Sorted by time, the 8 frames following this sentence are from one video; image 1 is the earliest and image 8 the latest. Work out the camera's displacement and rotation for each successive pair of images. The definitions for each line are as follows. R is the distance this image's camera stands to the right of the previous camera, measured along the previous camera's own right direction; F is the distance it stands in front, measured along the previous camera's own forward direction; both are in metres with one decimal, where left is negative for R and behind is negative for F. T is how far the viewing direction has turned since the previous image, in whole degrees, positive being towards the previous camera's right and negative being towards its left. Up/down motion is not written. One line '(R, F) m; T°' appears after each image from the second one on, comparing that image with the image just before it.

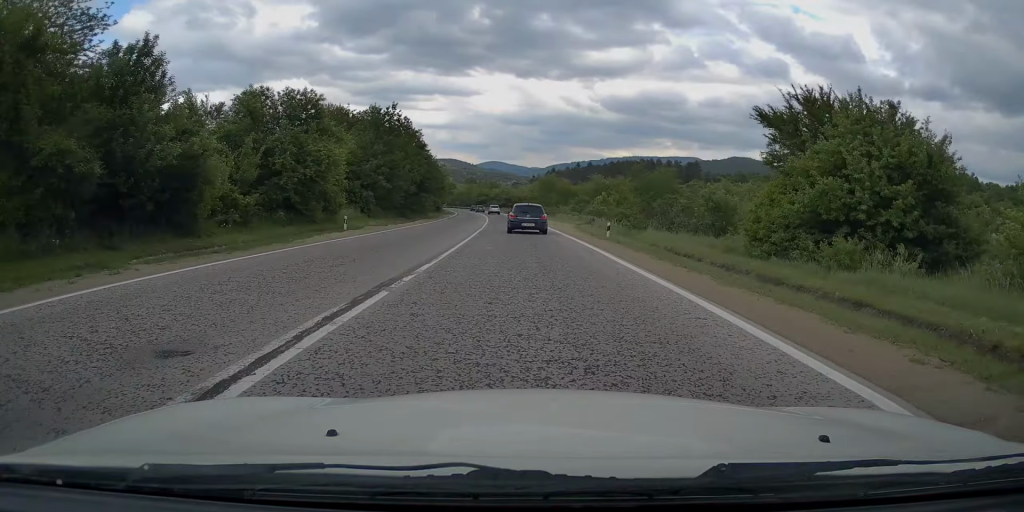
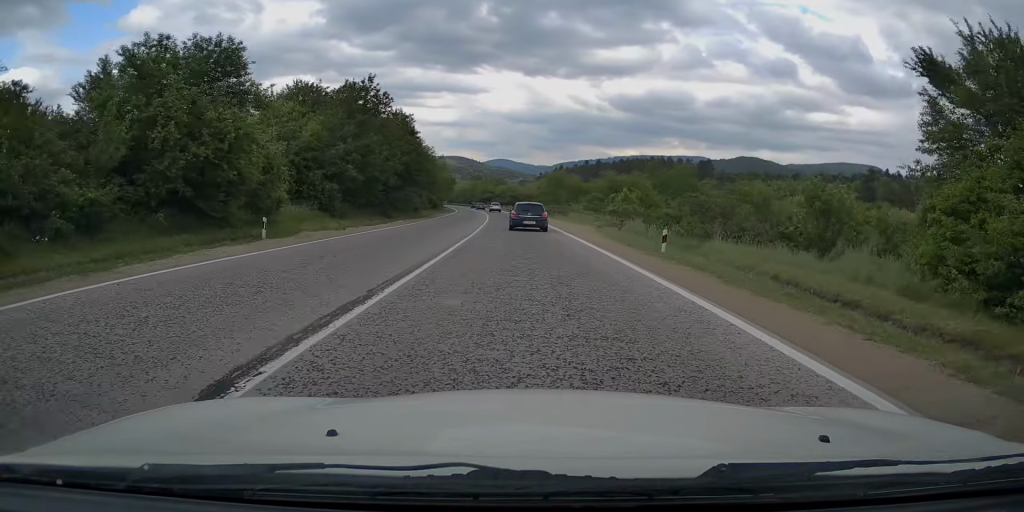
(0.0, +10.0) m; -1°
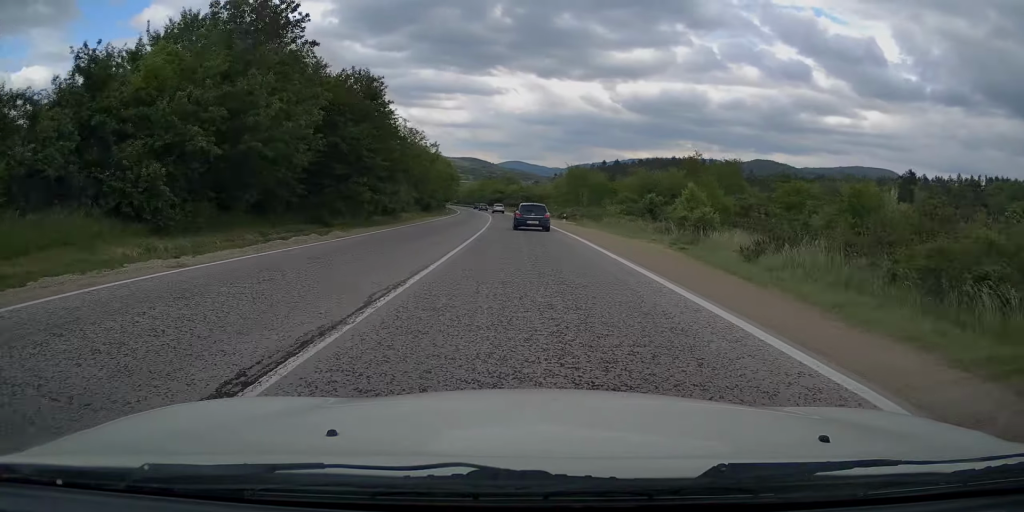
(-0.4, +18.7) m; -1°
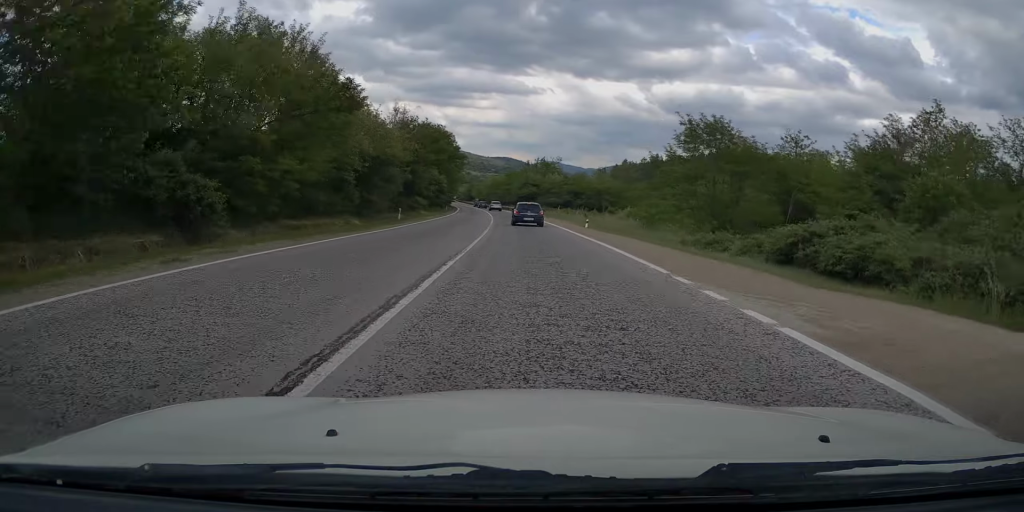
(-1.2, +58.3) m; -3°
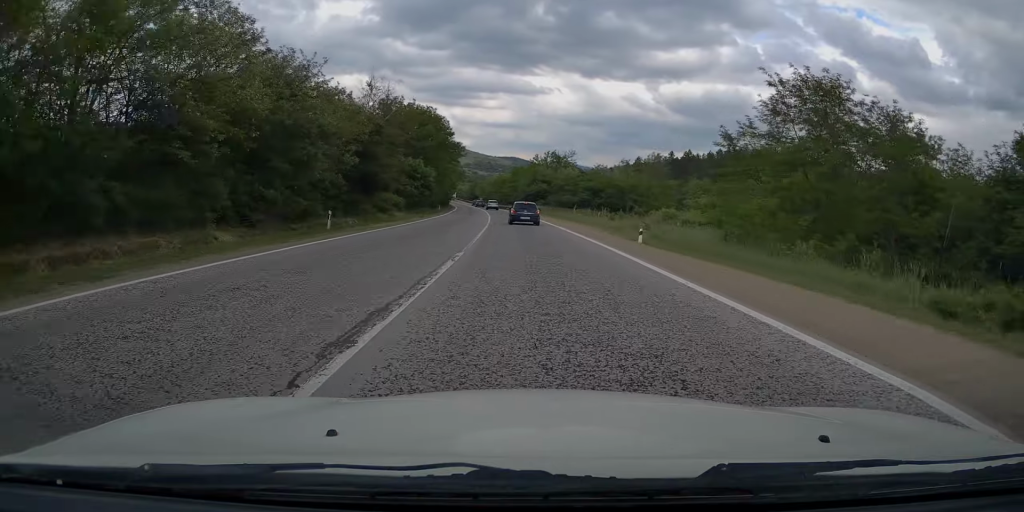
(-0.2, +16.2) m; -1°
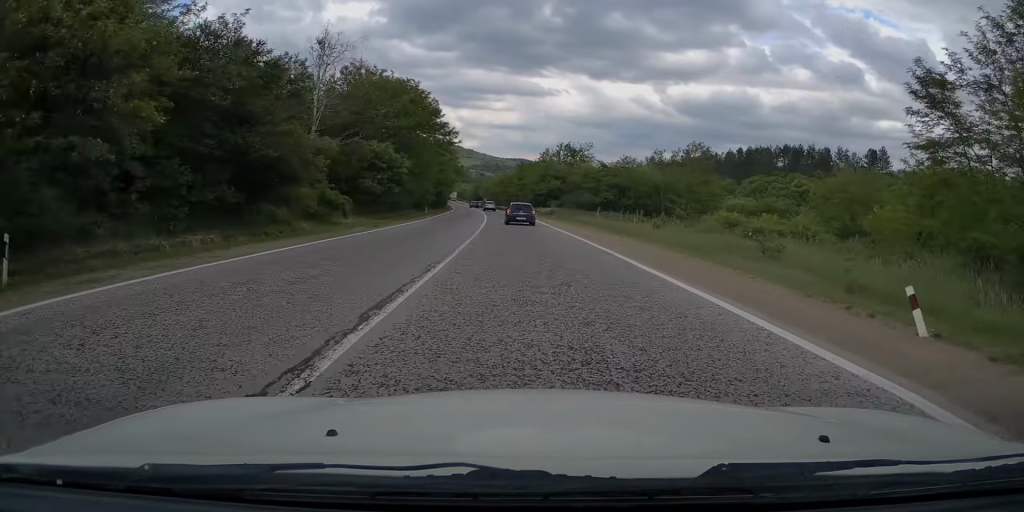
(-0.1, +17.1) m; 0°
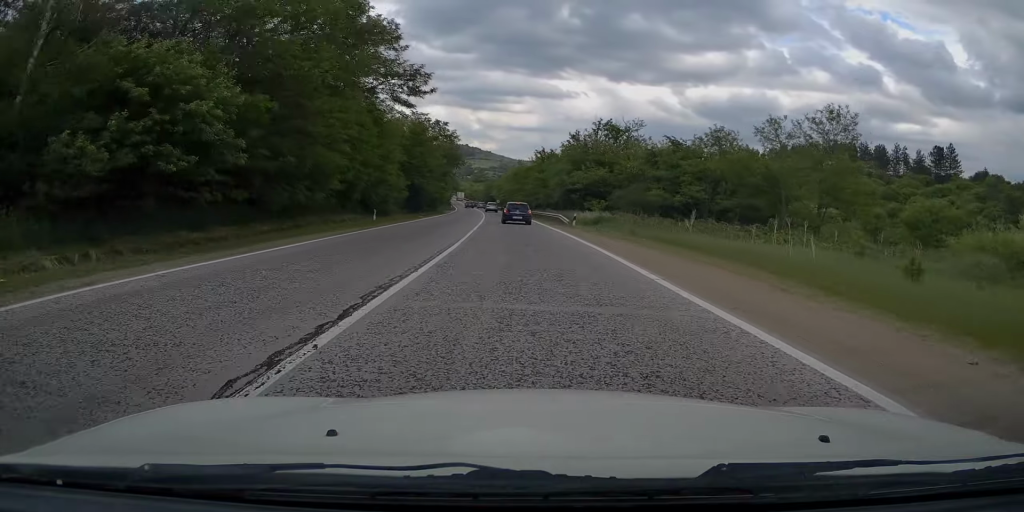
(0.0, +28.4) m; -1°
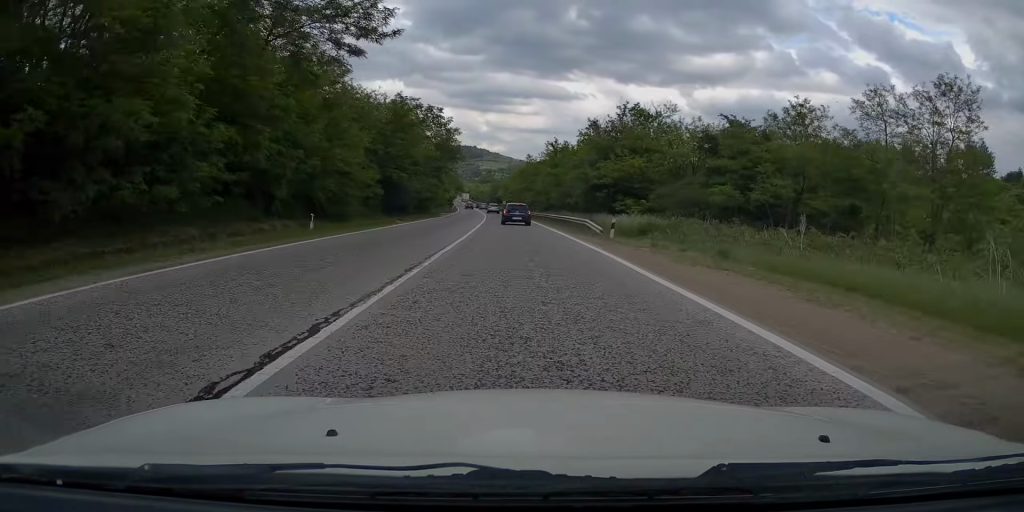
(+0.1, +12.0) m; -1°
